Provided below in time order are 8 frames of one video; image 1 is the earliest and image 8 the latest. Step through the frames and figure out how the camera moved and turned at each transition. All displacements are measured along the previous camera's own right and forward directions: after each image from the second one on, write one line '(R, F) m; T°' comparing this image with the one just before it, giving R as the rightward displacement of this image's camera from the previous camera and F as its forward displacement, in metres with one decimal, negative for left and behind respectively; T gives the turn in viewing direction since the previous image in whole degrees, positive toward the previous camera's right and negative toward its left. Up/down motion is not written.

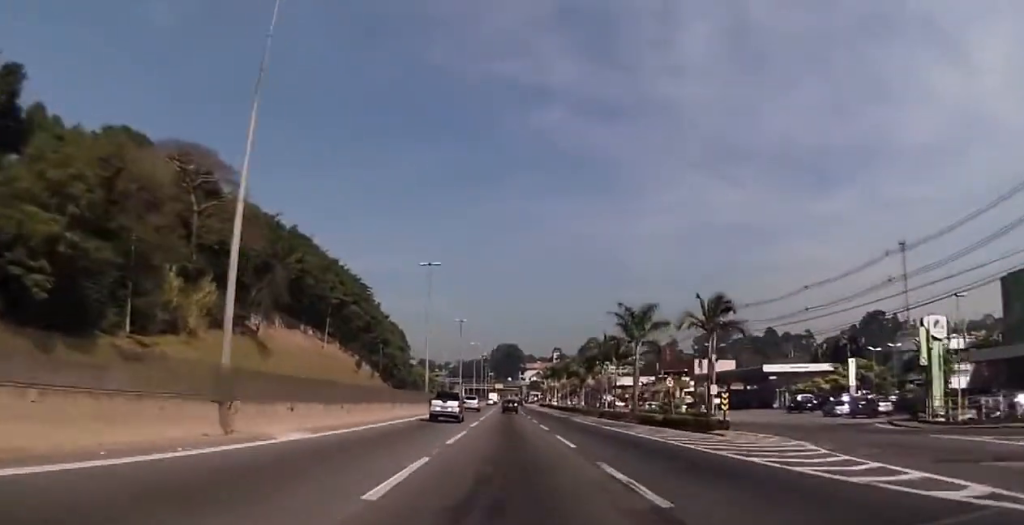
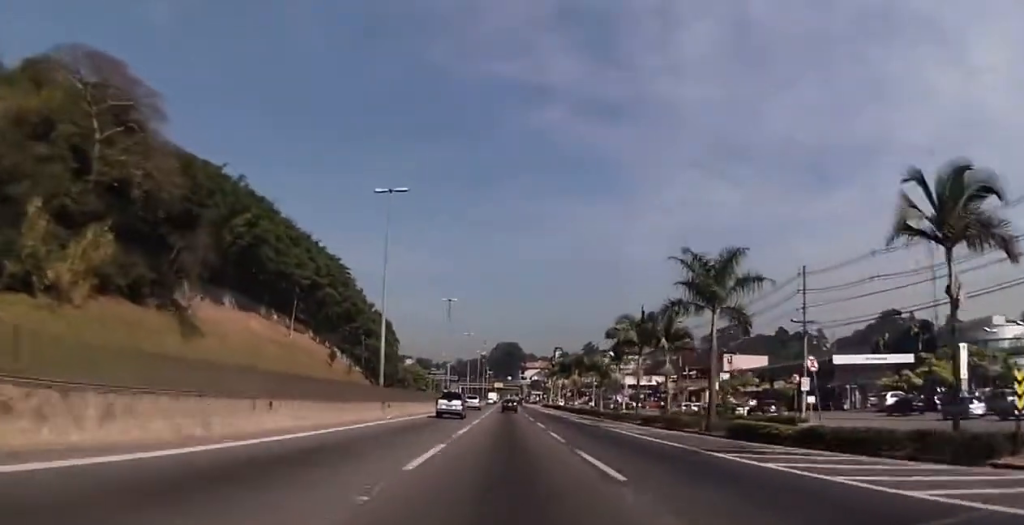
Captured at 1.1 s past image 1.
(-0.1, +20.0) m; 0°
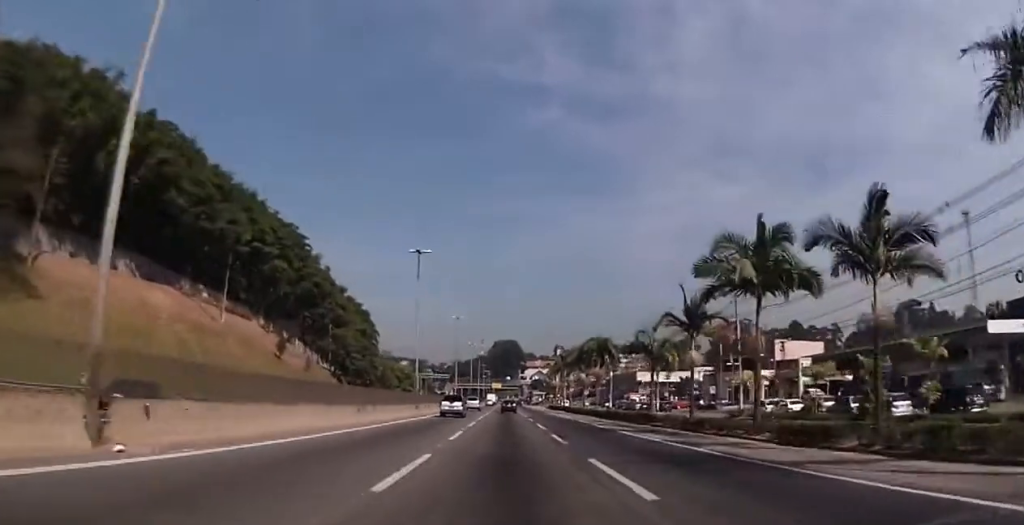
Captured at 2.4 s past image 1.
(+0.2, +26.3) m; +1°
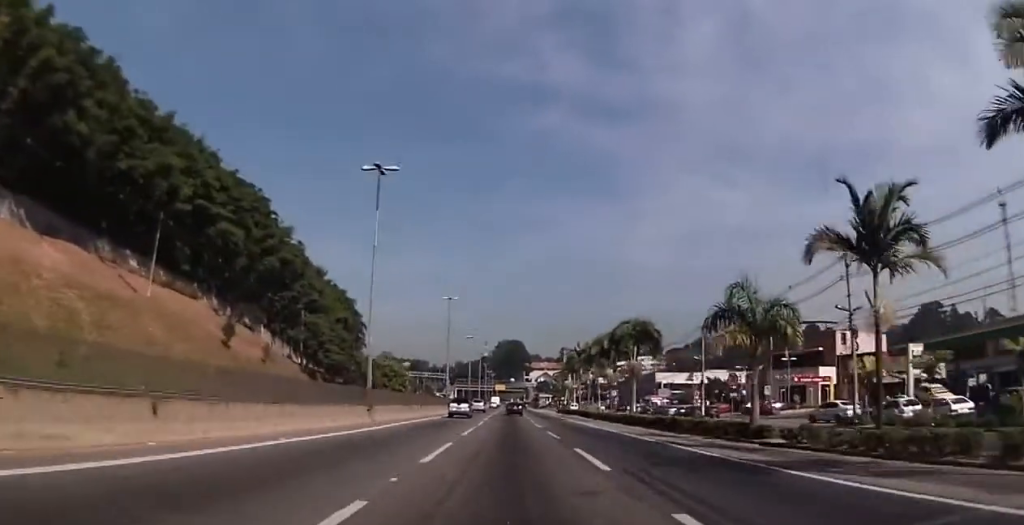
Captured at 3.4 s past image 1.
(+0.2, +19.4) m; 0°
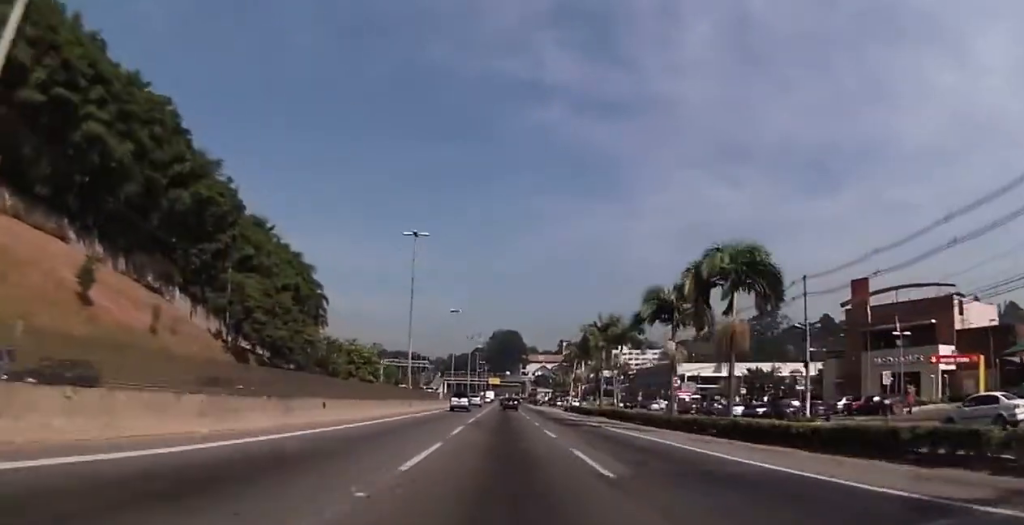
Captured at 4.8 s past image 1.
(-0.5, +26.9) m; -1°
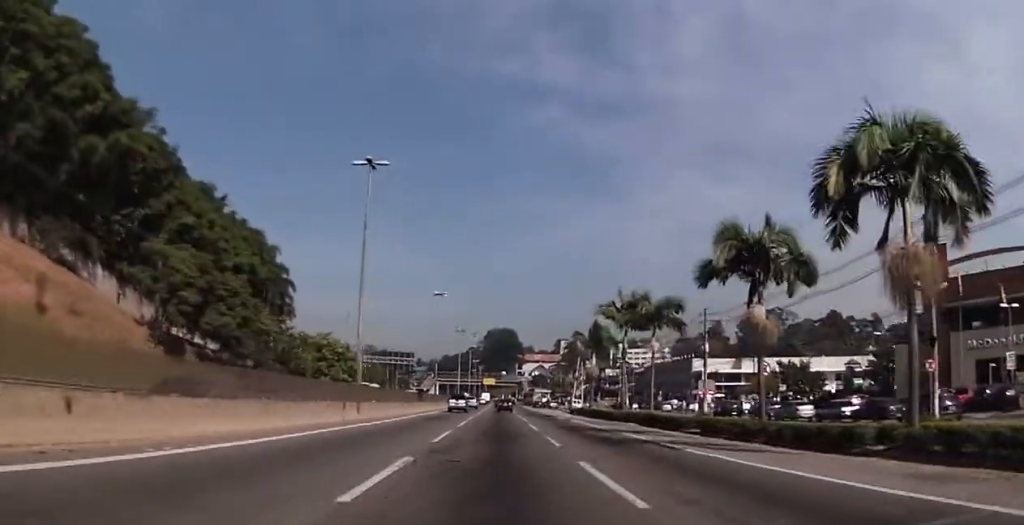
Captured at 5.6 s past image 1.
(+0.3, +15.9) m; +1°
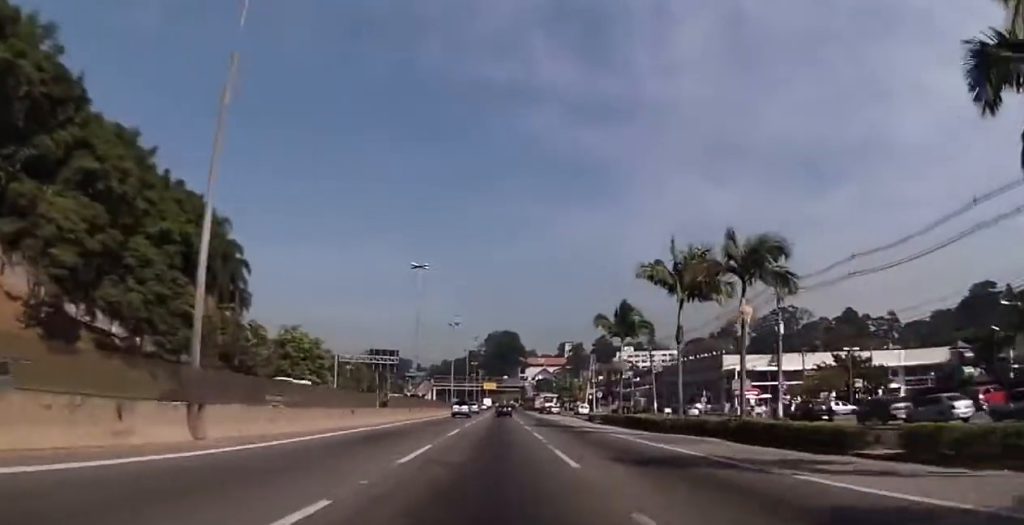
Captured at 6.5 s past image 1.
(0.0, +18.6) m; 0°
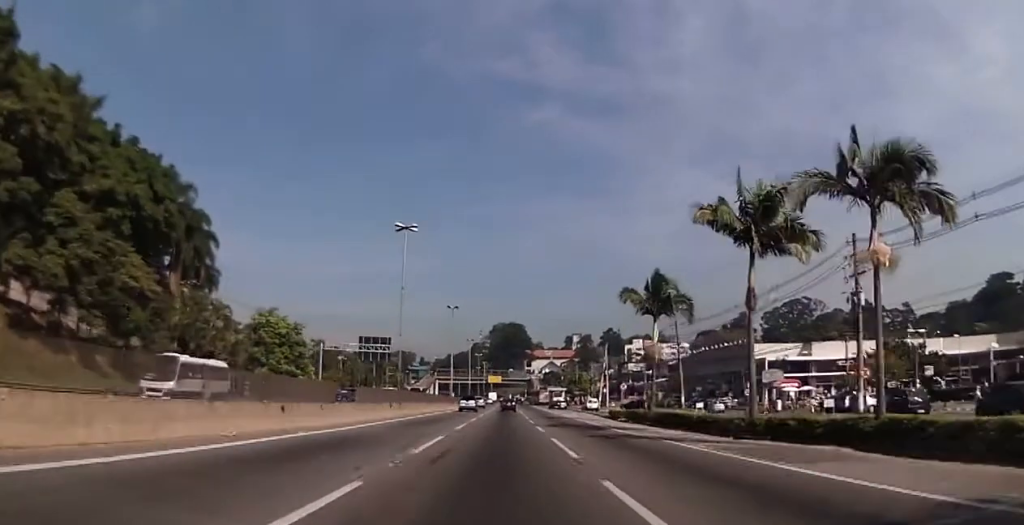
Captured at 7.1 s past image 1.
(0.0, +11.4) m; 0°
